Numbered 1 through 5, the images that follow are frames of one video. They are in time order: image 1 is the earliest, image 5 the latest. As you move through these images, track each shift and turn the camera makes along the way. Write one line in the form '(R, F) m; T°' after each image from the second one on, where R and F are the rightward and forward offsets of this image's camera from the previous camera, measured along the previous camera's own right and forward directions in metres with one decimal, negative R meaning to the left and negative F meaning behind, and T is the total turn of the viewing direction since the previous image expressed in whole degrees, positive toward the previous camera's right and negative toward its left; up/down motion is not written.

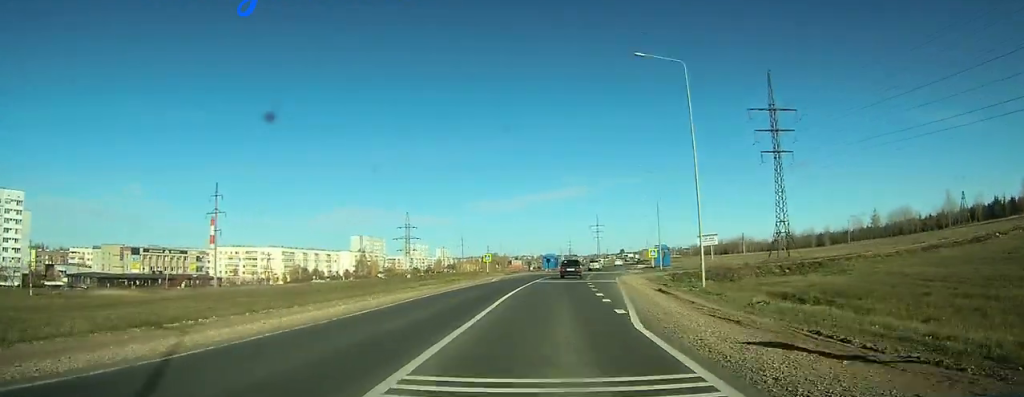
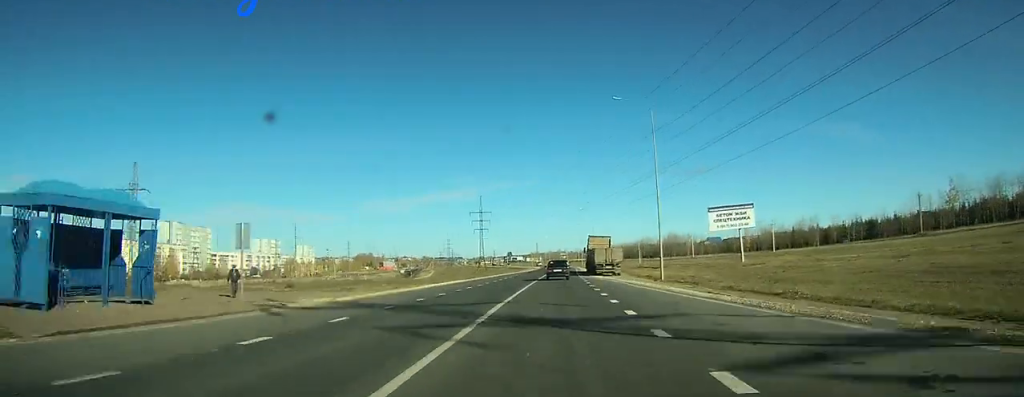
(+8.9, +93.5) m; +11°
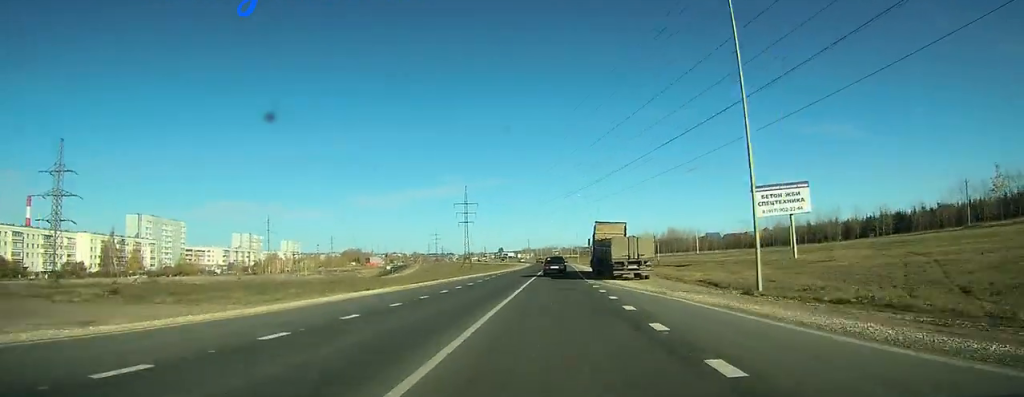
(+0.2, +16.6) m; +1°
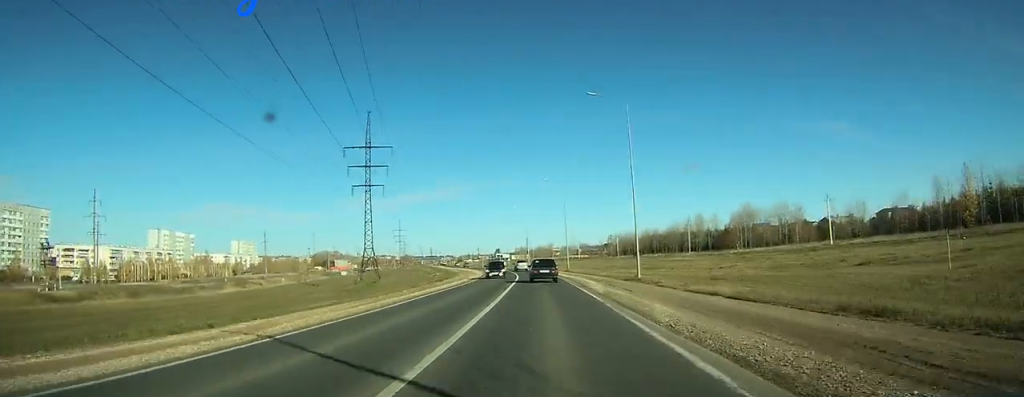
(+0.5, +99.1) m; 0°
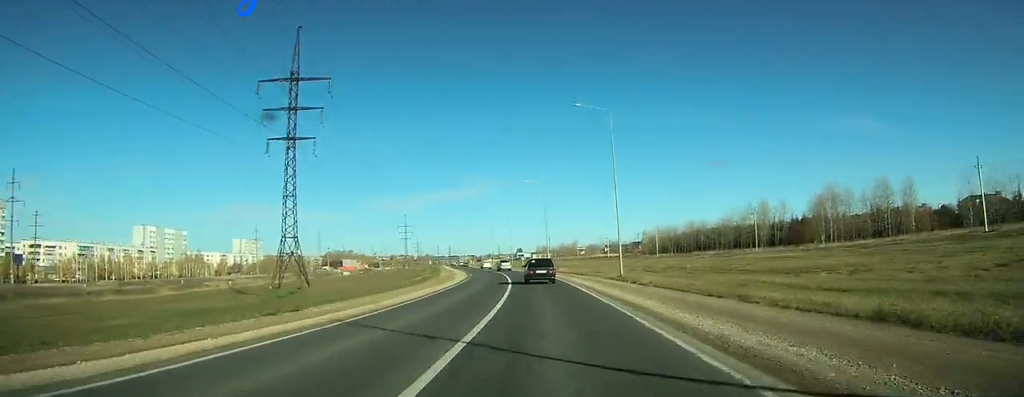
(-0.2, +35.4) m; -1°
